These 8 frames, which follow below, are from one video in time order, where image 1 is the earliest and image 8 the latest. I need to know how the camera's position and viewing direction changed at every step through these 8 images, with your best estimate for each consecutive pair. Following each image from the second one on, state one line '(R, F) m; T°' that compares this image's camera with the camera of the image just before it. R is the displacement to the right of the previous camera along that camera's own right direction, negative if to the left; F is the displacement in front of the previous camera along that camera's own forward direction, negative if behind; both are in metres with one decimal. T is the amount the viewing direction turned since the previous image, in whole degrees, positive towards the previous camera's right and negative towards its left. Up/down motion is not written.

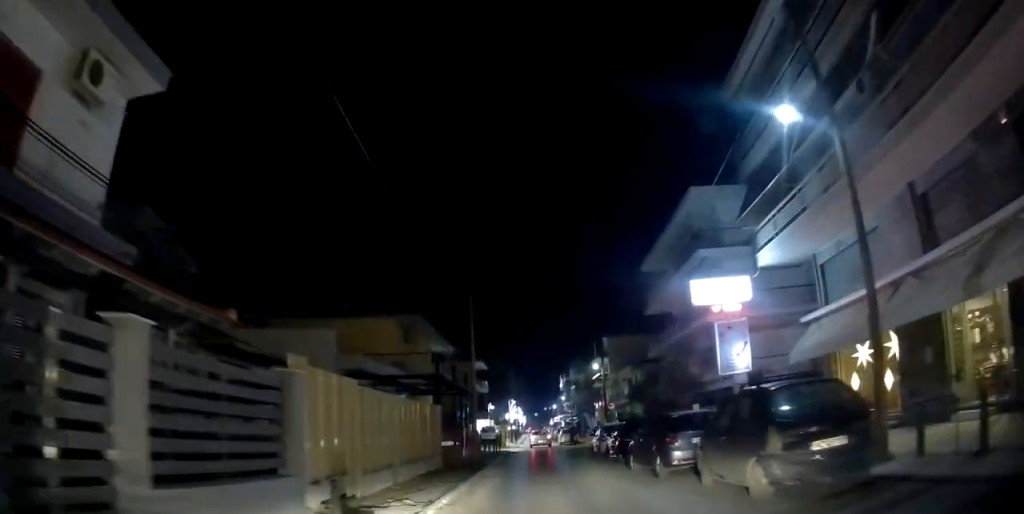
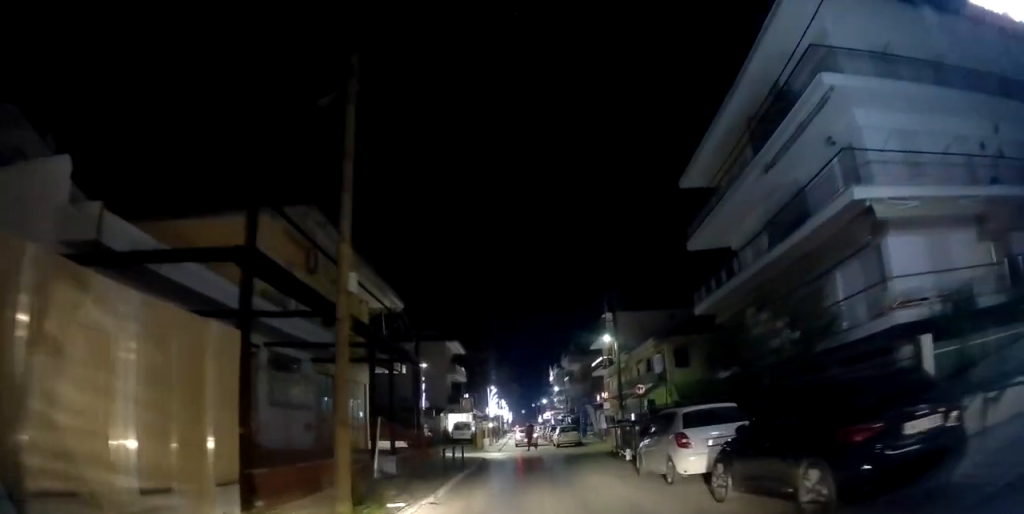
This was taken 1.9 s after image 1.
(-2.0, +13.7) m; -12°
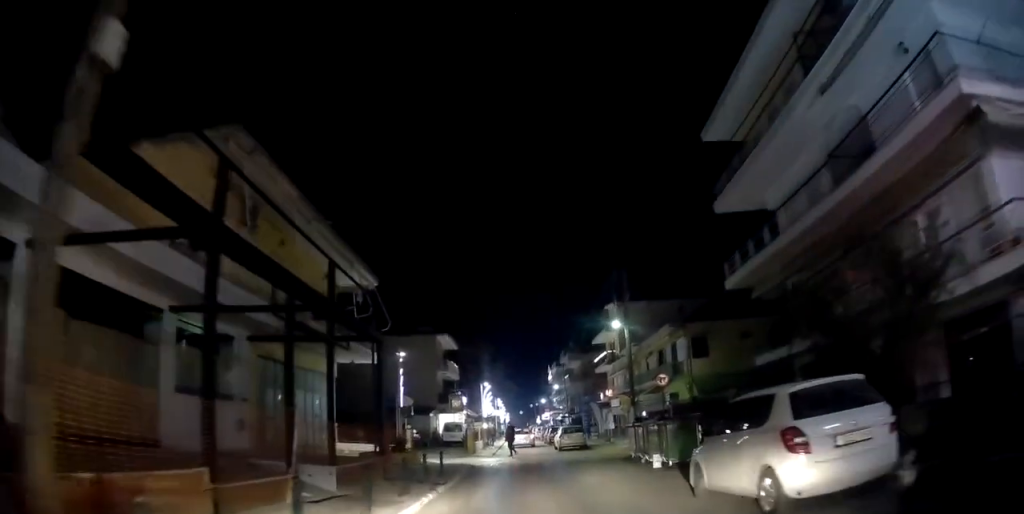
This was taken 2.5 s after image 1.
(+0.3, +4.7) m; +6°
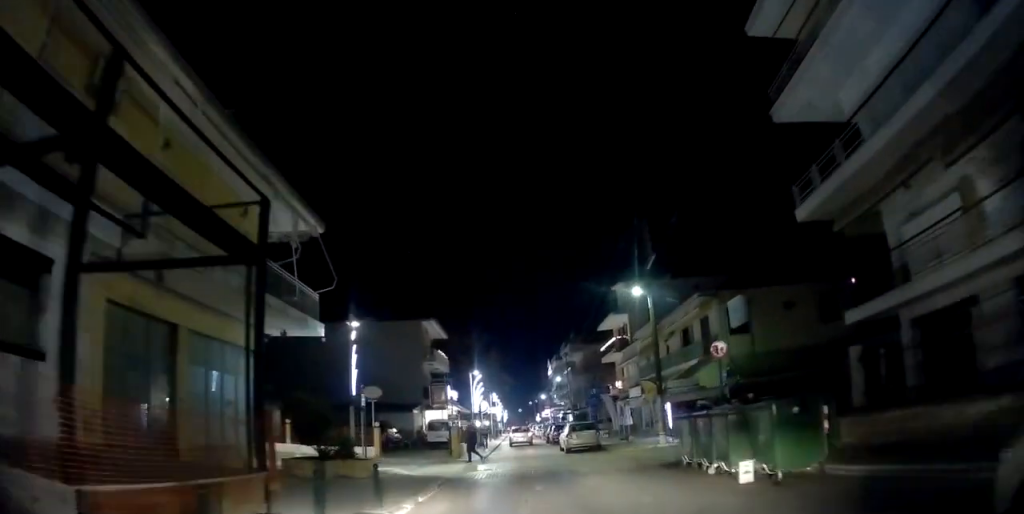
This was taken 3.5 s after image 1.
(+0.8, +6.9) m; +9°
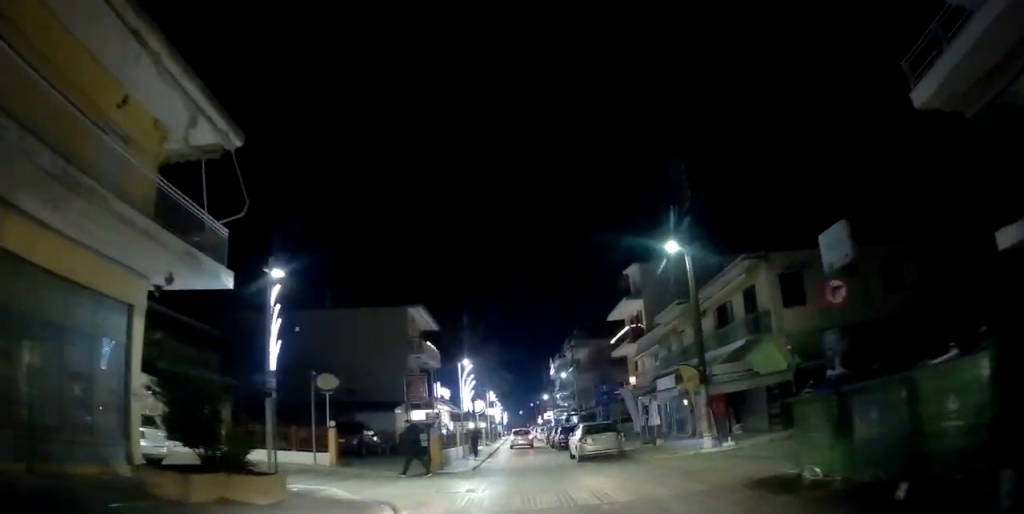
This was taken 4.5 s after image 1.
(+0.3, +6.0) m; +4°
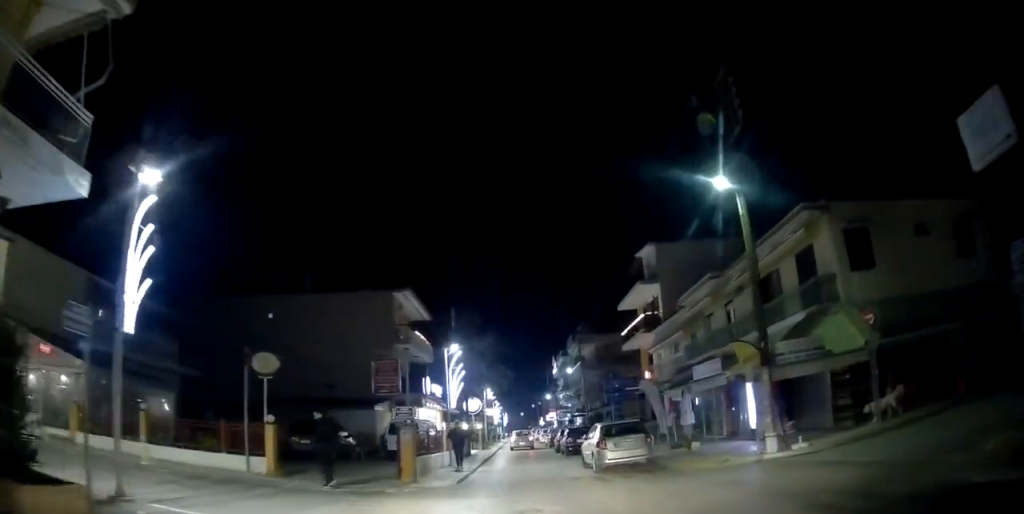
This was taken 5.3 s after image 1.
(+0.1, +5.0) m; +1°
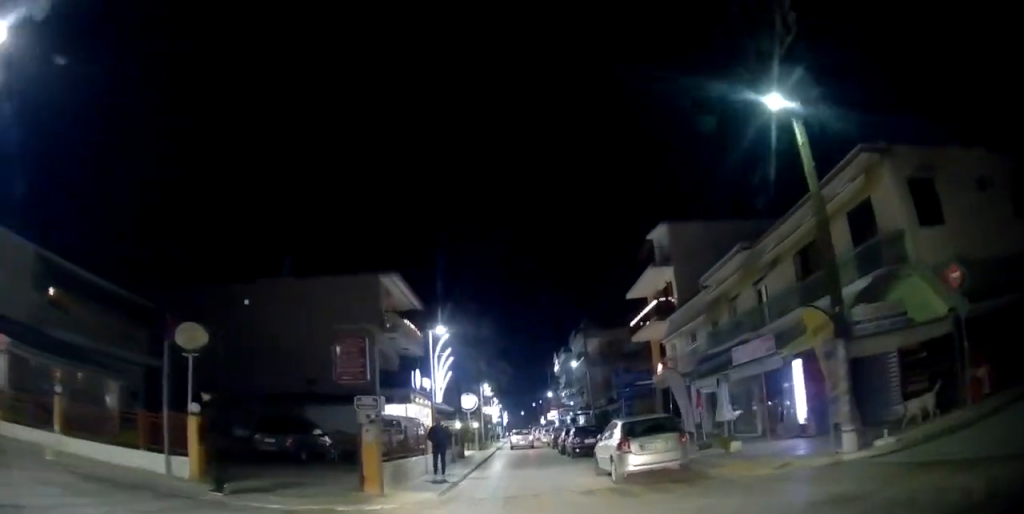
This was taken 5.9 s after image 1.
(+0.2, +3.6) m; -2°
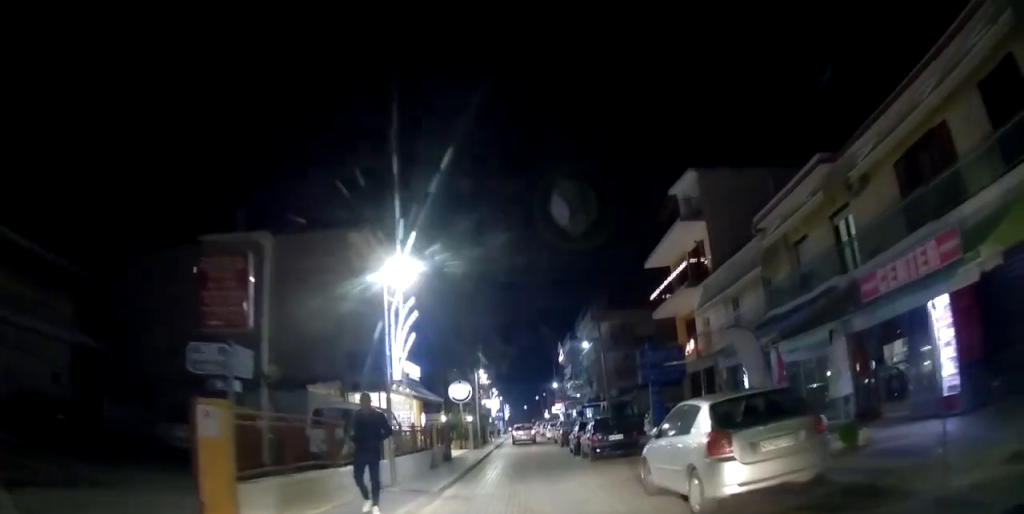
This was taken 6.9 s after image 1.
(-0.6, +6.2) m; -3°
